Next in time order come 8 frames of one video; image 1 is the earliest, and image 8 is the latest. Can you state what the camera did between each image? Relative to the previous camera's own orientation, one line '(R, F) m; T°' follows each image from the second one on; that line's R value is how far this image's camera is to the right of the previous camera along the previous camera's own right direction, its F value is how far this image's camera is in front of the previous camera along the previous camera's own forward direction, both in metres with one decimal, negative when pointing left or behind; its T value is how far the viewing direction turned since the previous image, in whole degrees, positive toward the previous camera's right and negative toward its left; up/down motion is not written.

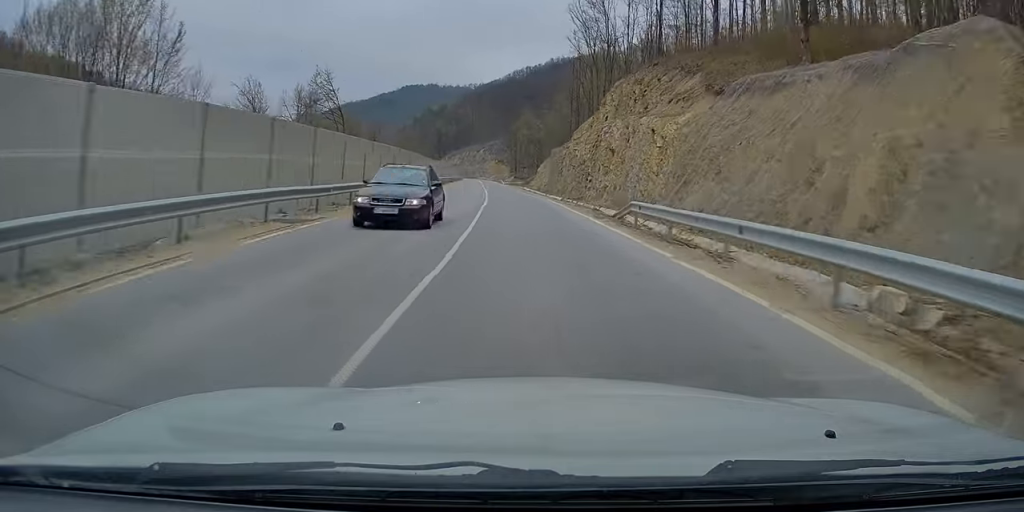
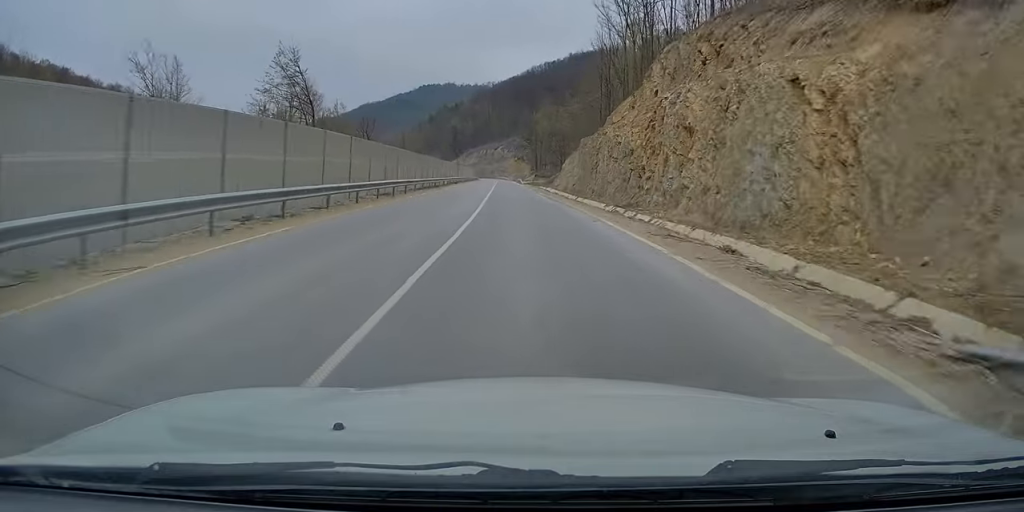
(-0.2, +19.1) m; -2°
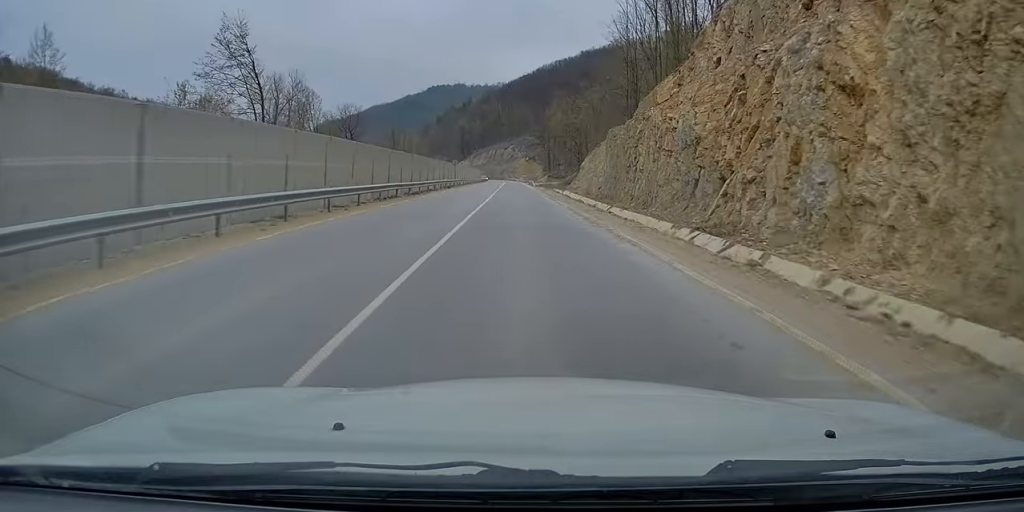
(-0.3, +15.6) m; -1°
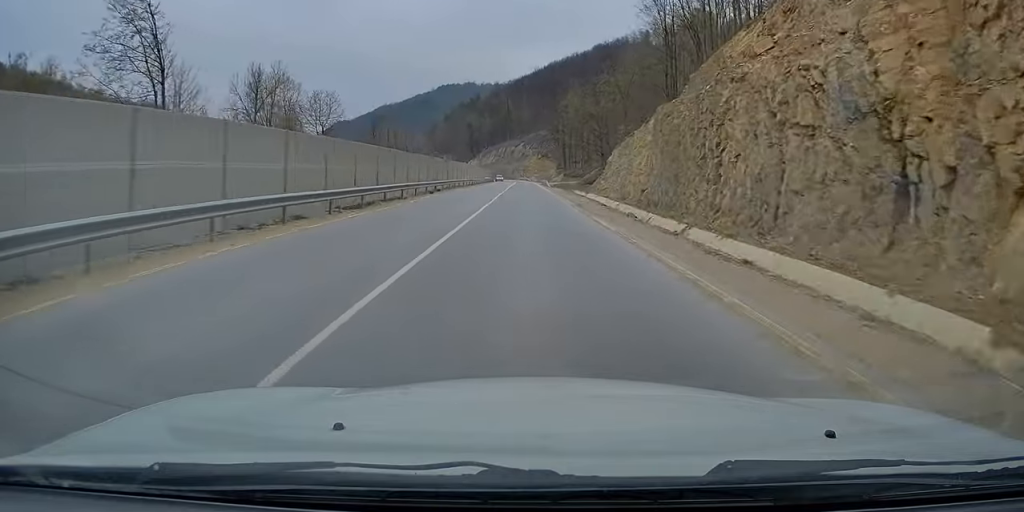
(-0.1, +16.5) m; -1°
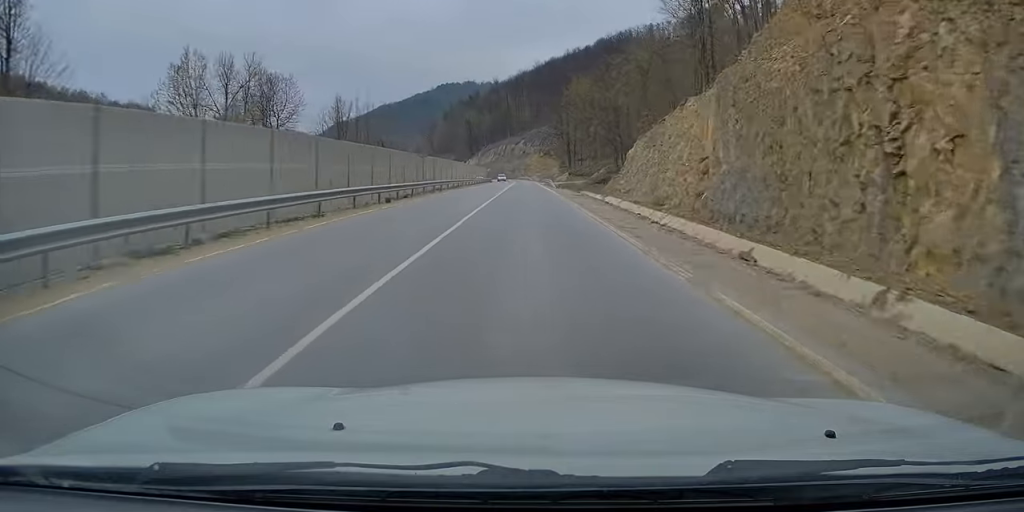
(0.0, +13.1) m; 0°
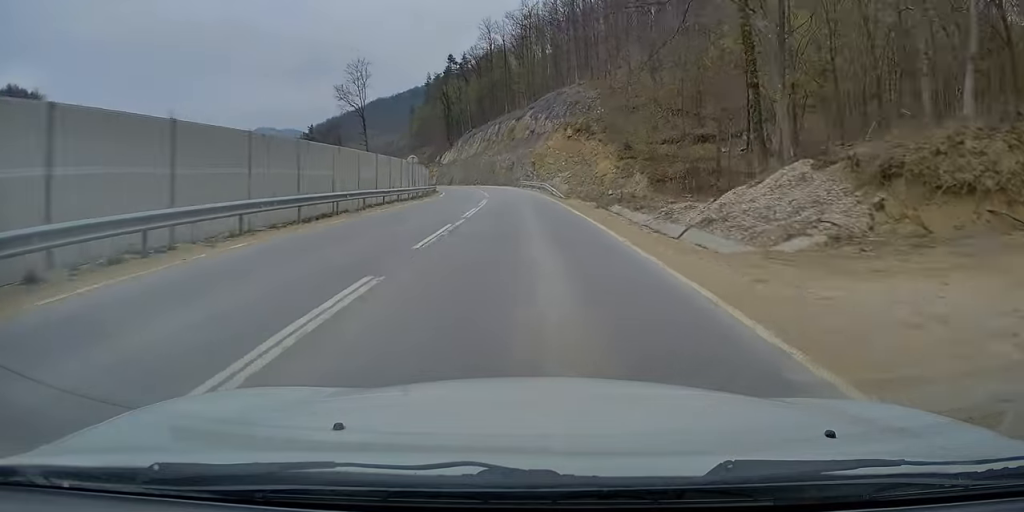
(-1.0, +101.1) m; -2°
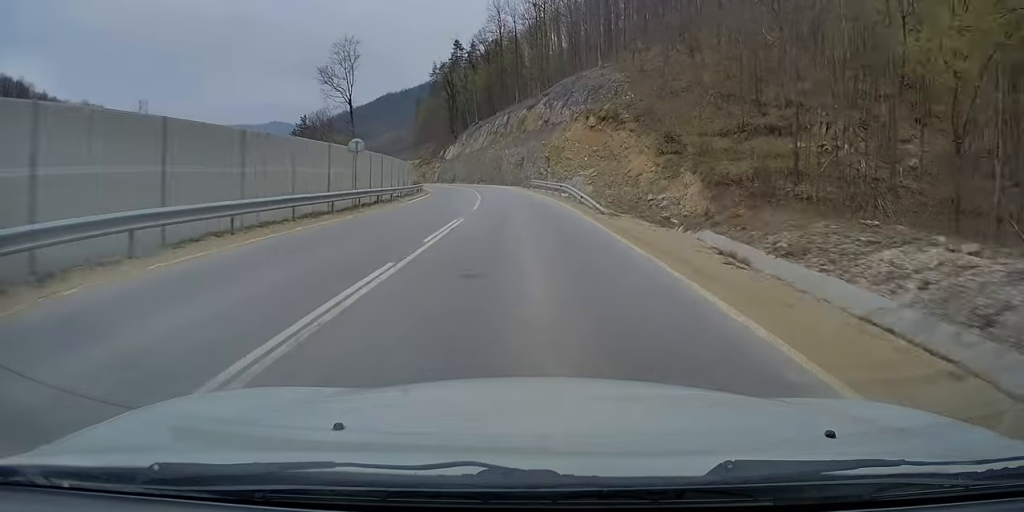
(-0.2, +16.5) m; -1°
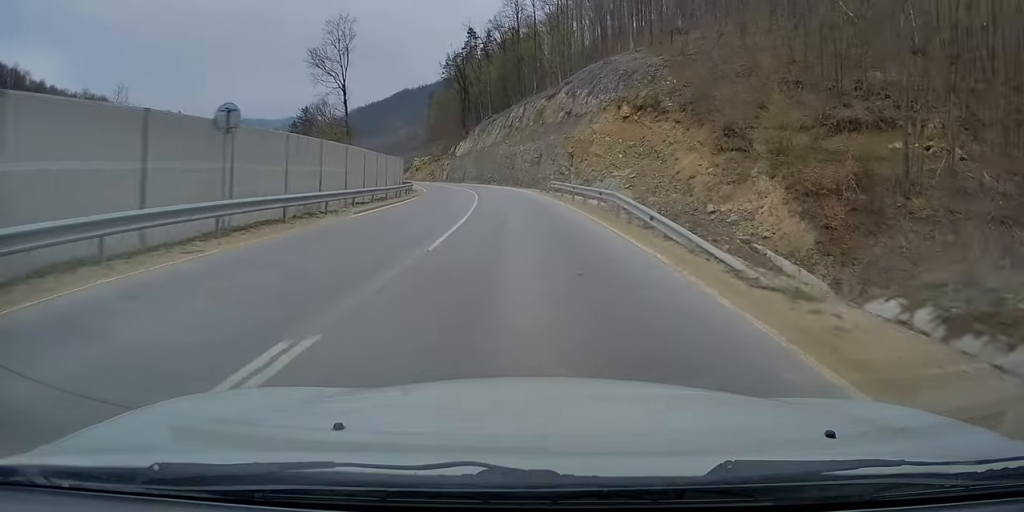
(0.0, +13.1) m; -1°
